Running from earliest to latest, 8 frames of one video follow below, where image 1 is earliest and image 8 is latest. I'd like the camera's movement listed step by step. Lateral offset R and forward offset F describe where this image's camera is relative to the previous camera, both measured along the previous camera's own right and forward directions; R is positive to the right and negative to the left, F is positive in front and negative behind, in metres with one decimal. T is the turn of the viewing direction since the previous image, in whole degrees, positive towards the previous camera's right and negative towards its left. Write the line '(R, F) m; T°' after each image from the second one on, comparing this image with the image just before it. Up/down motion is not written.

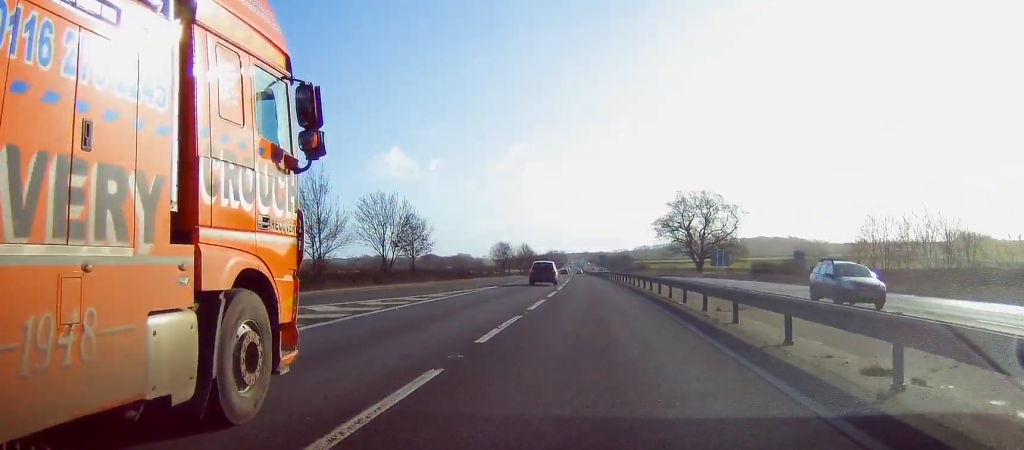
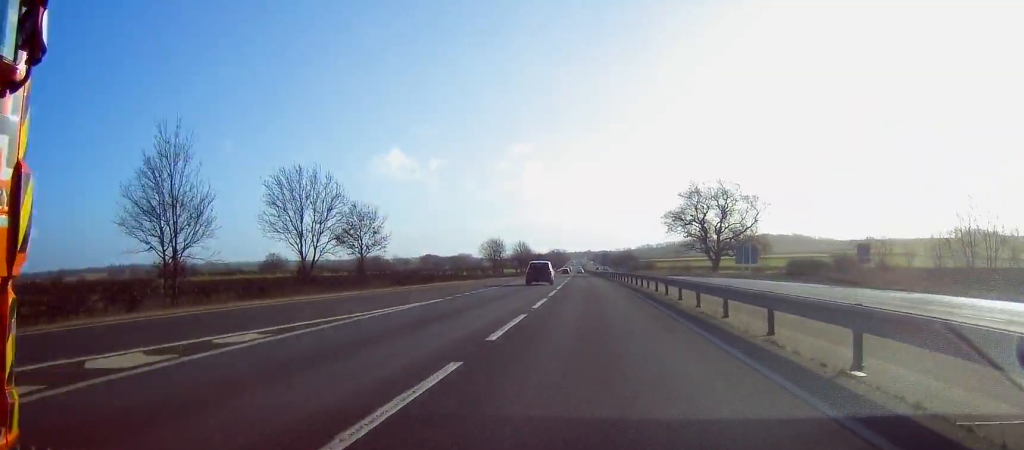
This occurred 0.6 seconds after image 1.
(-0.1, +17.7) m; 0°
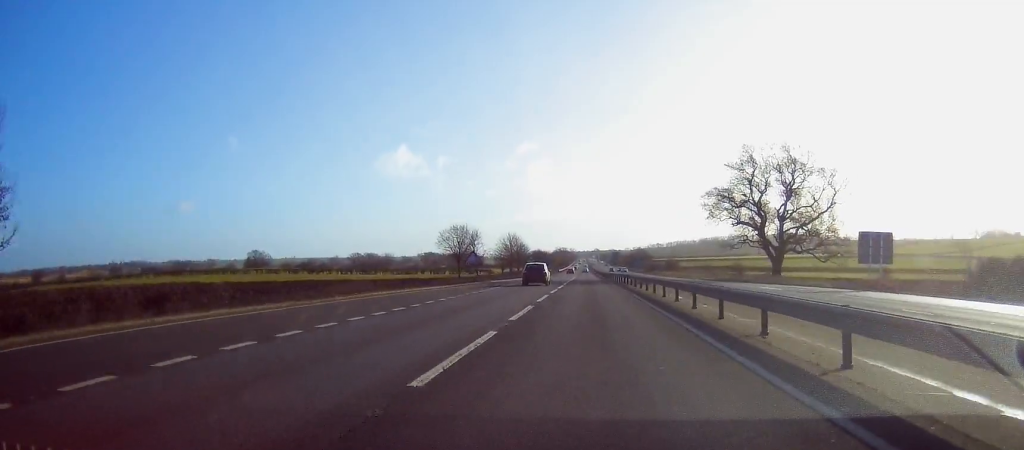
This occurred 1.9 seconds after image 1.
(-0.4, +42.6) m; -1°
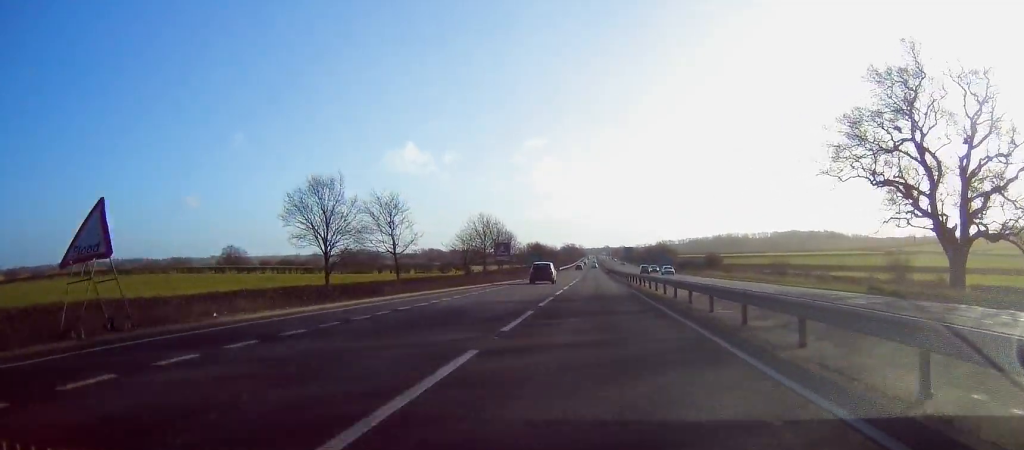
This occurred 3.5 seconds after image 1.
(-0.6, +49.9) m; -1°
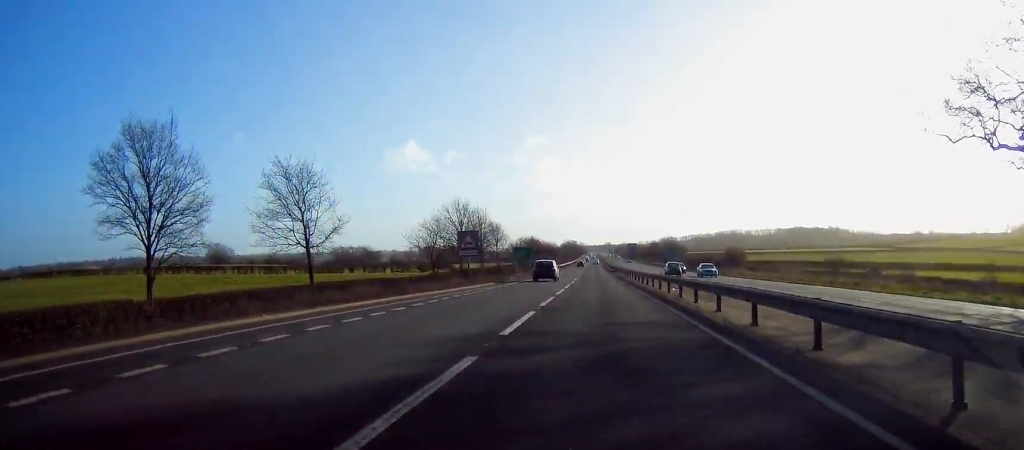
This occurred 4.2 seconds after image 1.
(+0.1, +19.7) m; 0°
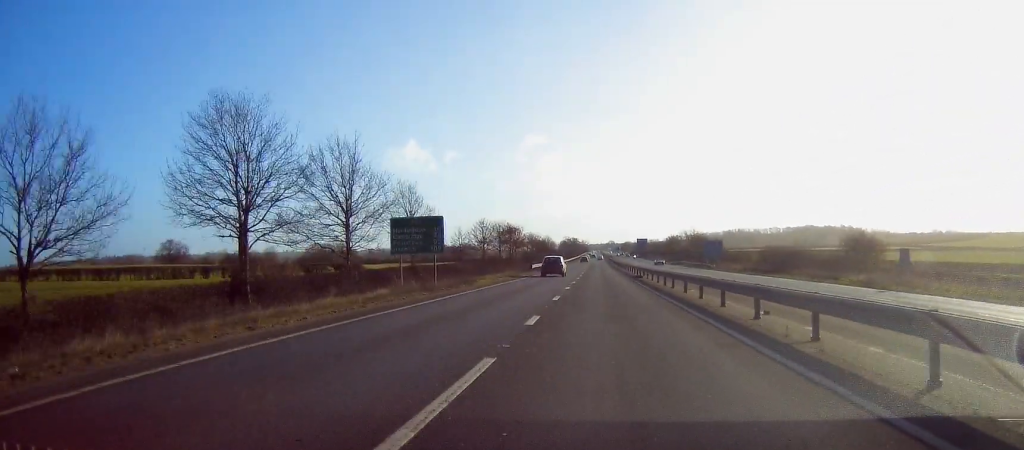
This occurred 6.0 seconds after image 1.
(-0.2, +56.5) m; 0°
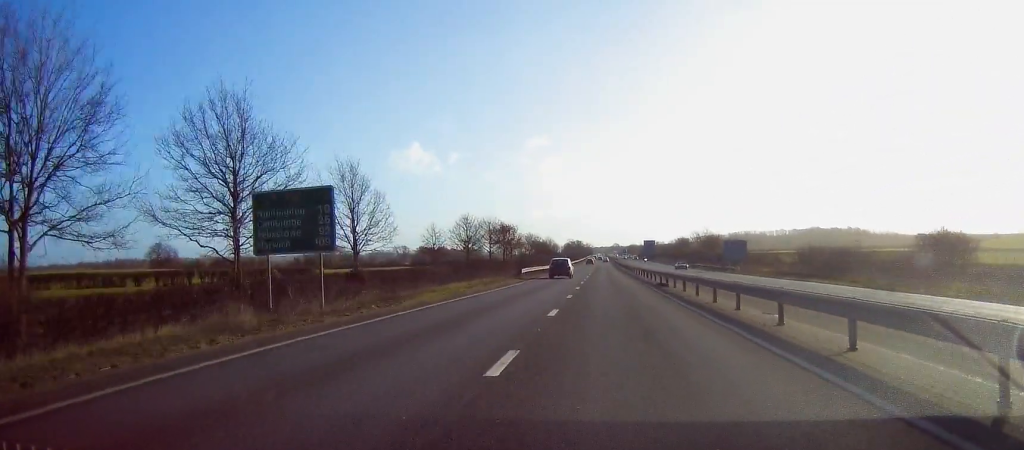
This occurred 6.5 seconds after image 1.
(0.0, +15.8) m; 0°
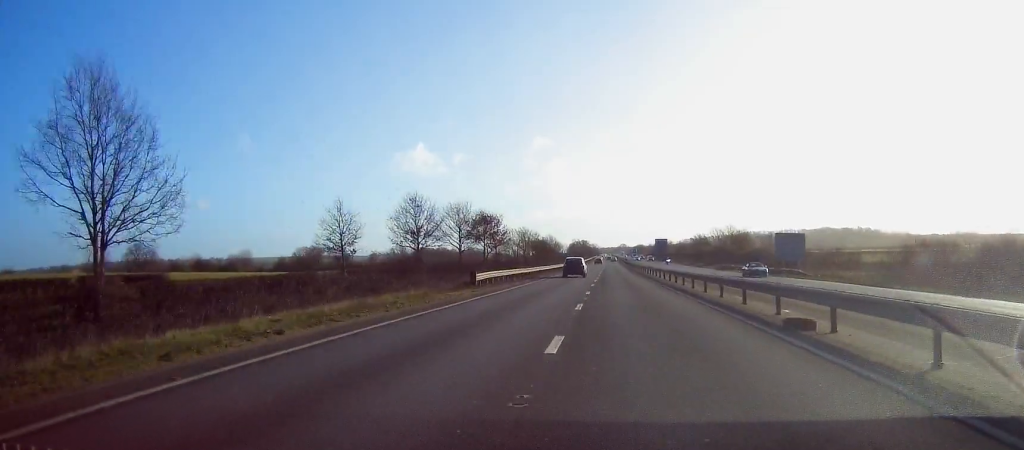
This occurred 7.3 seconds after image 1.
(0.0, +26.2) m; -1°
